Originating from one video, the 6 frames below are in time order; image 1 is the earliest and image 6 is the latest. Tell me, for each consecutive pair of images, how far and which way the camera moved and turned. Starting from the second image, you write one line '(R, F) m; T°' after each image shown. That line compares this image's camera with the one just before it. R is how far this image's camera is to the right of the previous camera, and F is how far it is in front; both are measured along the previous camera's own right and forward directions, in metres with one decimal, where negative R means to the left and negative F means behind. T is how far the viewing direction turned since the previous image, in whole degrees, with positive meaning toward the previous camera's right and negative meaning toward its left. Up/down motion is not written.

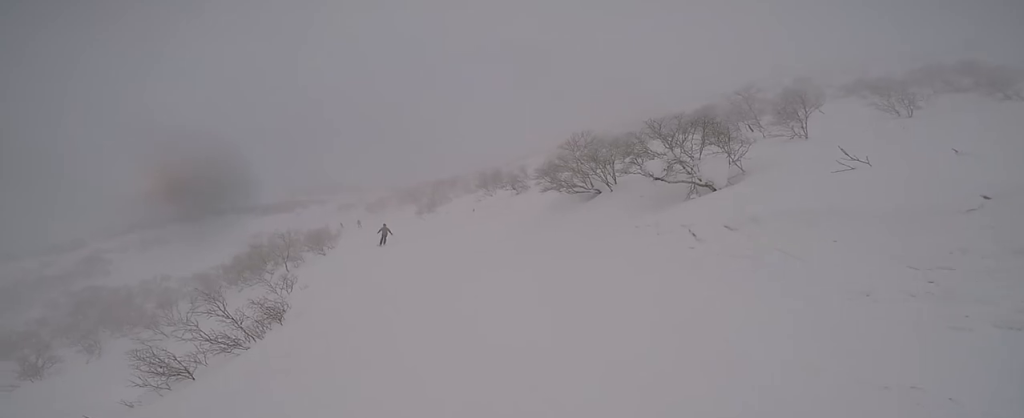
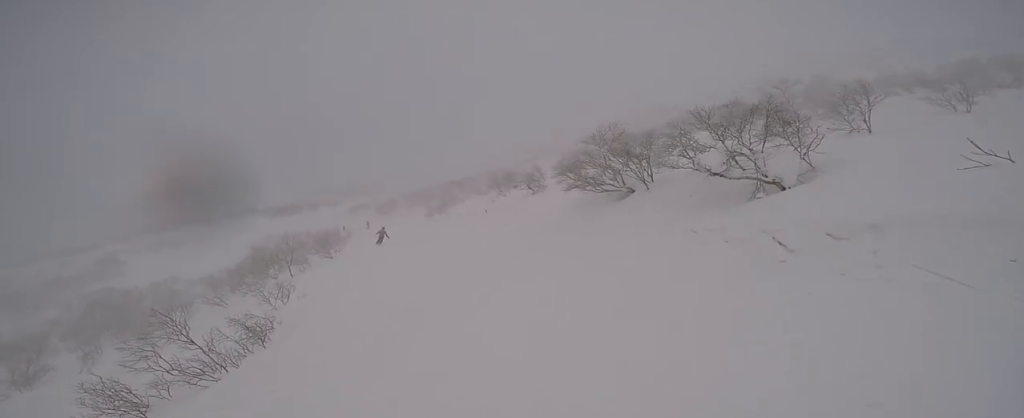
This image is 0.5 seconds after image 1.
(0.0, +1.8) m; -1°
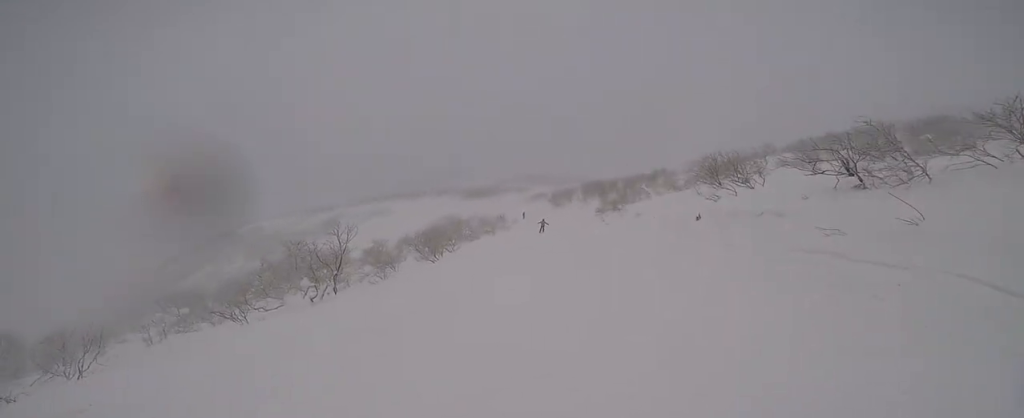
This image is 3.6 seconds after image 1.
(-2.0, +13.4) m; -13°
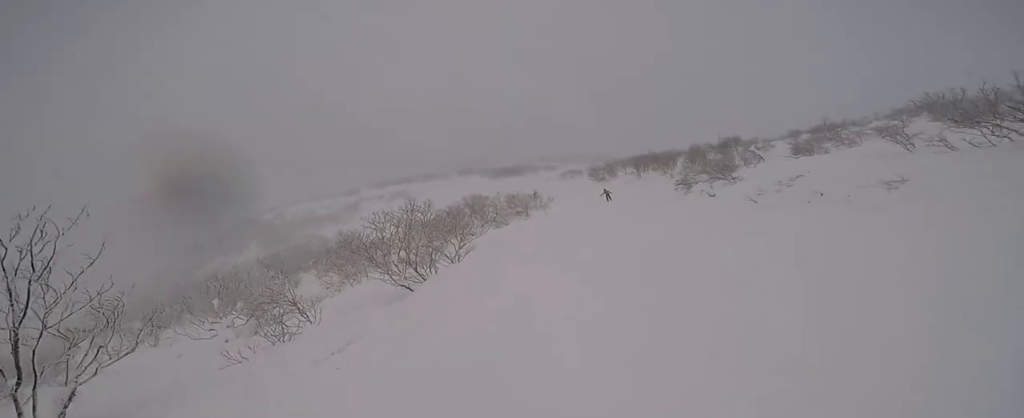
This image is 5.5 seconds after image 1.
(+0.1, +11.1) m; +1°
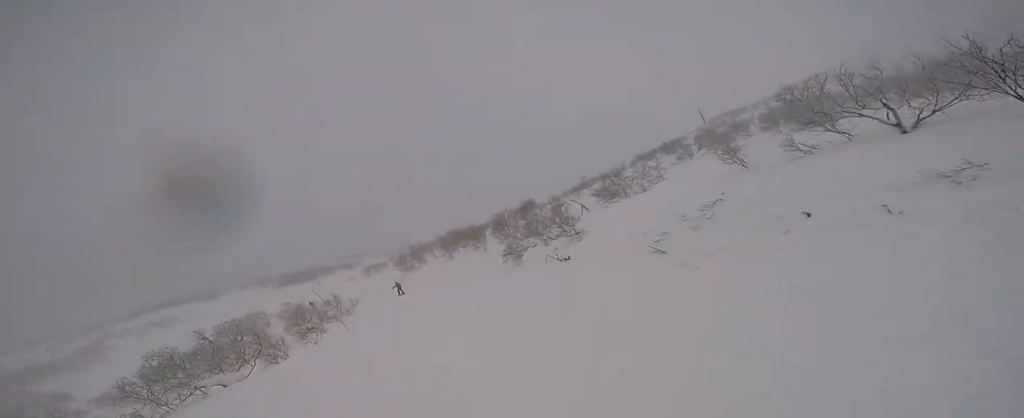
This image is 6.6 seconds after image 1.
(0.0, +7.3) m; +1°
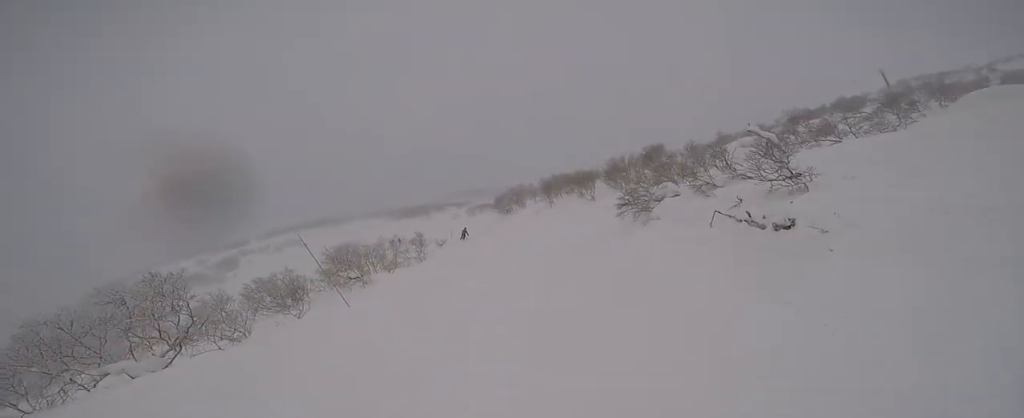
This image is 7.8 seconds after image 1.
(+0.2, +8.1) m; +2°
